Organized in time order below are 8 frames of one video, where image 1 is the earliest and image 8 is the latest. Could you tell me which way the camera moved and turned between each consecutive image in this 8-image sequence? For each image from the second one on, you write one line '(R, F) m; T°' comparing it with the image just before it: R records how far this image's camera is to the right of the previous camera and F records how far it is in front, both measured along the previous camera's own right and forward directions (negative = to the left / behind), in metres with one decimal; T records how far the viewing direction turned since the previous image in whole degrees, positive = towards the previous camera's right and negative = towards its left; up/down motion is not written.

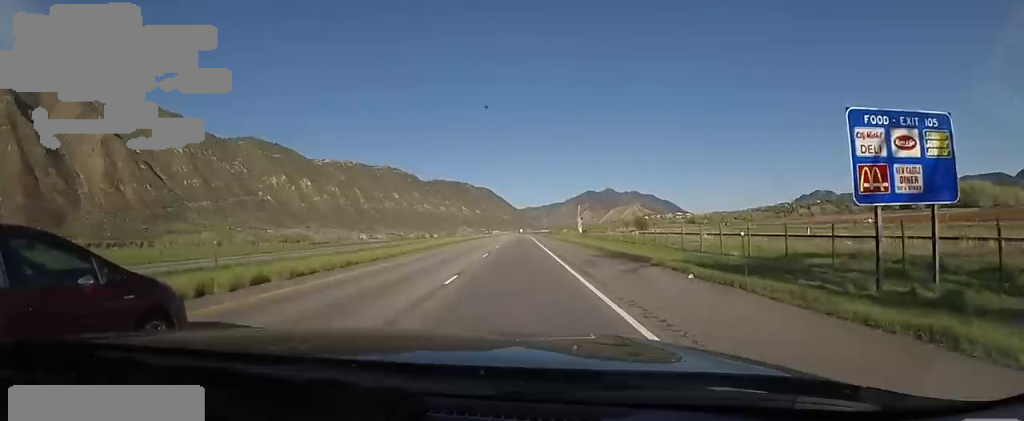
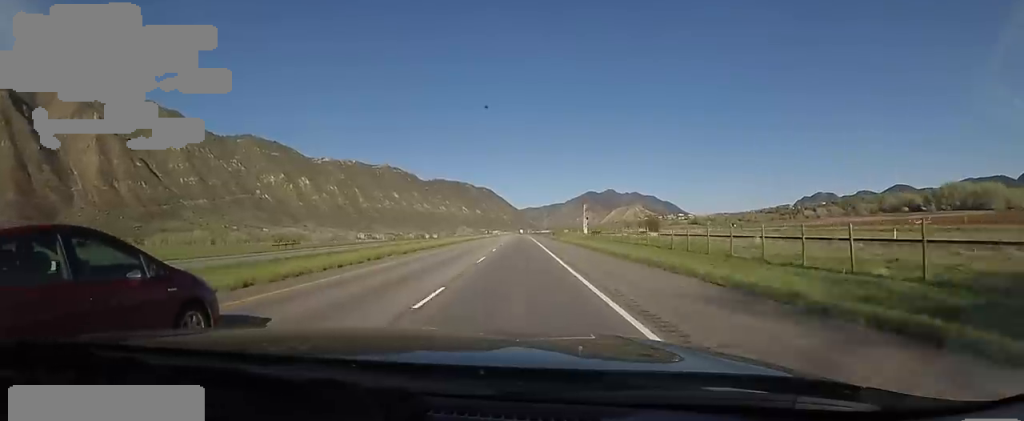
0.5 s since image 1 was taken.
(0.0, +15.5) m; 0°
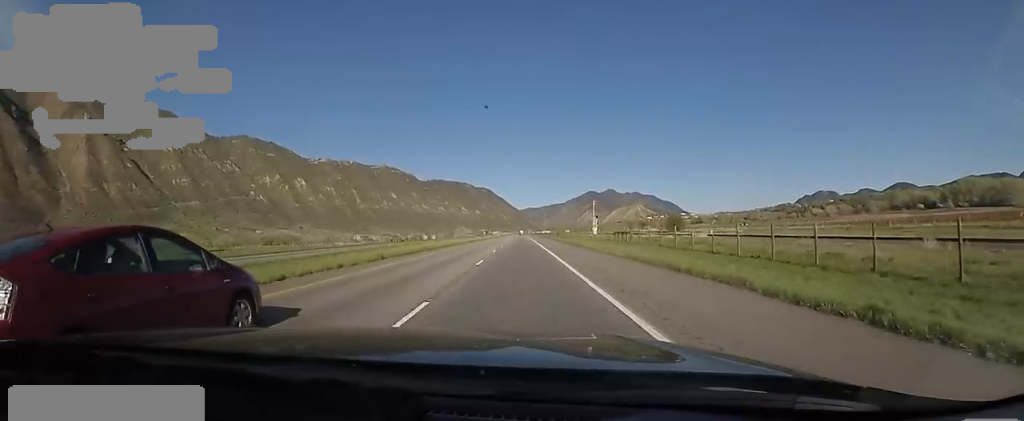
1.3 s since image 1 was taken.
(0.0, +24.9) m; +1°
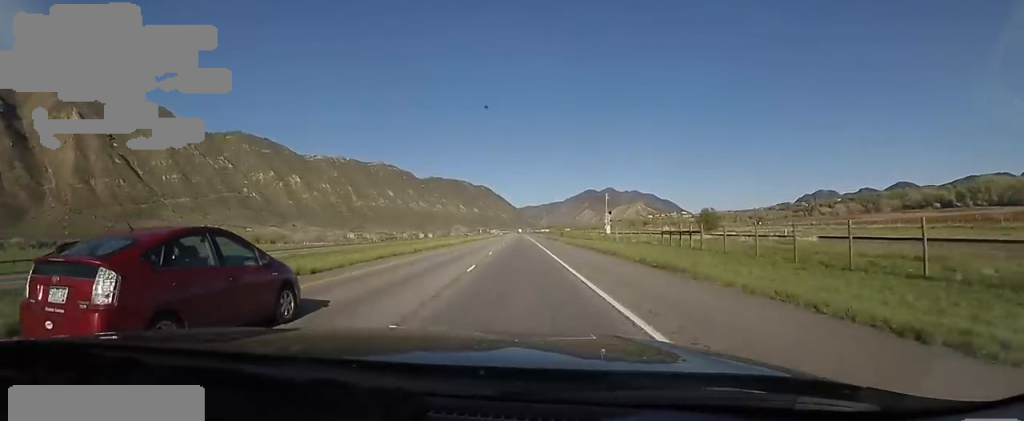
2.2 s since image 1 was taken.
(+0.4, +27.1) m; +2°
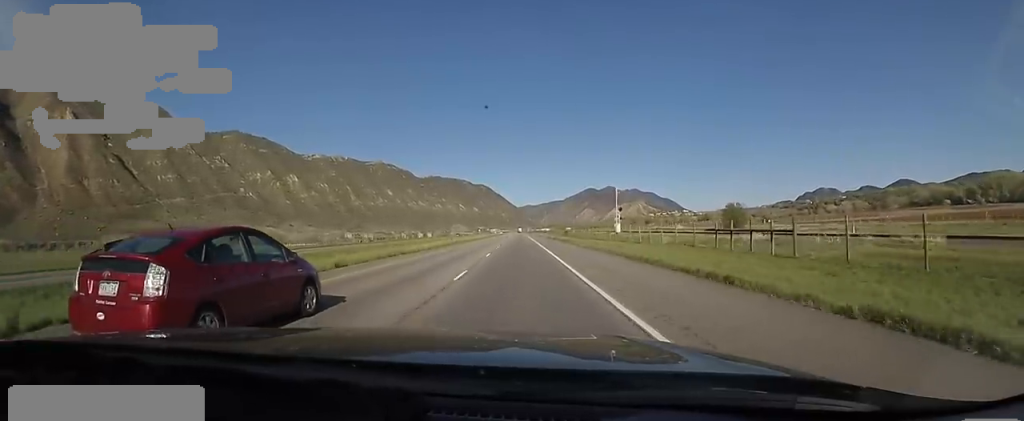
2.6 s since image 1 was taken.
(+0.7, +14.7) m; 0°
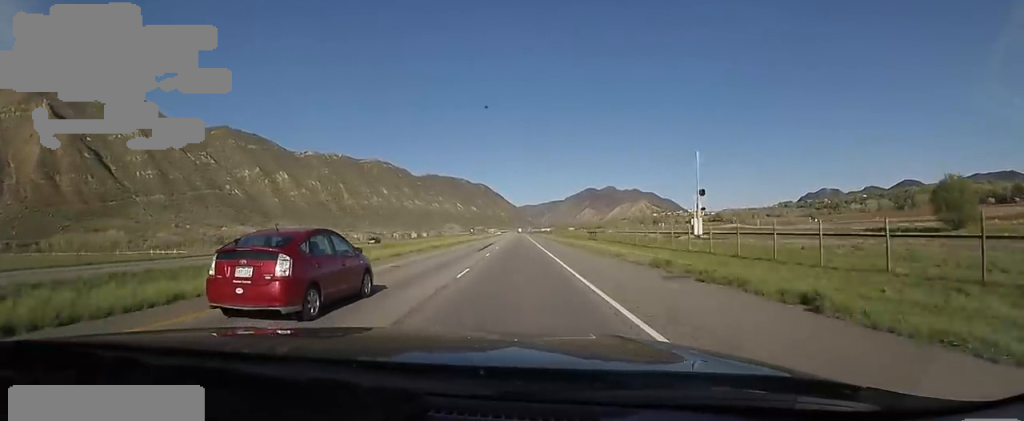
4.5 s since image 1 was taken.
(-2.2, +58.9) m; -1°
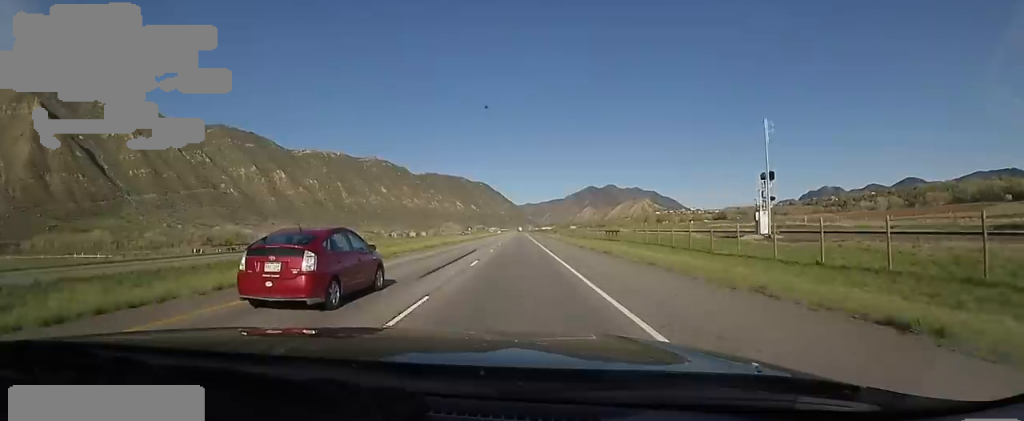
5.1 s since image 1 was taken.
(+0.3, +19.9) m; +1°
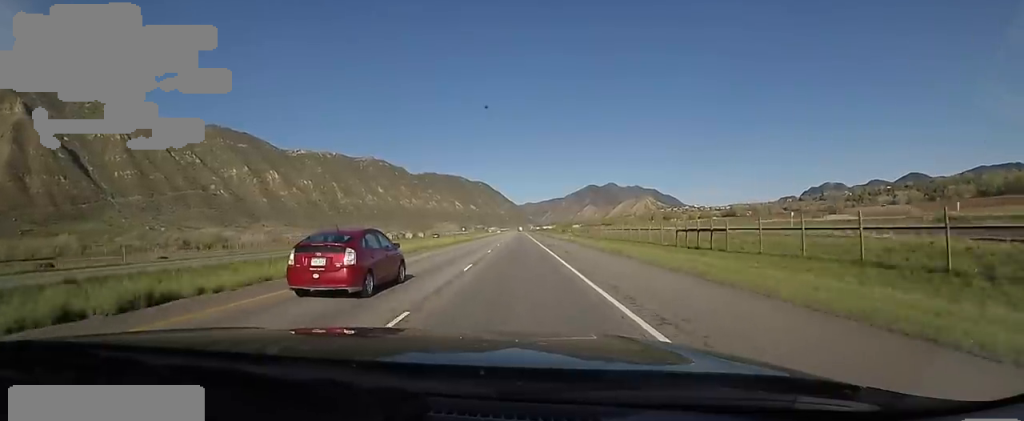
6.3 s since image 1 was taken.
(+0.4, +37.4) m; -1°
